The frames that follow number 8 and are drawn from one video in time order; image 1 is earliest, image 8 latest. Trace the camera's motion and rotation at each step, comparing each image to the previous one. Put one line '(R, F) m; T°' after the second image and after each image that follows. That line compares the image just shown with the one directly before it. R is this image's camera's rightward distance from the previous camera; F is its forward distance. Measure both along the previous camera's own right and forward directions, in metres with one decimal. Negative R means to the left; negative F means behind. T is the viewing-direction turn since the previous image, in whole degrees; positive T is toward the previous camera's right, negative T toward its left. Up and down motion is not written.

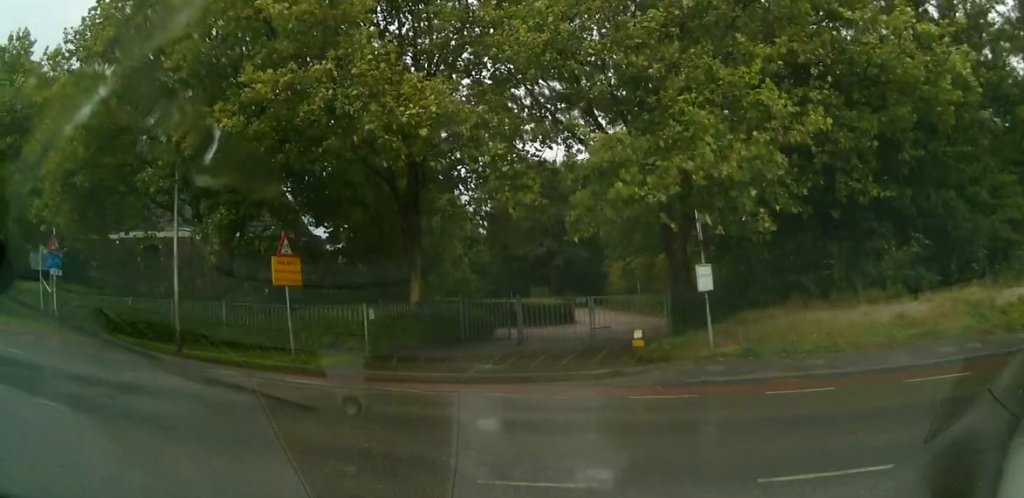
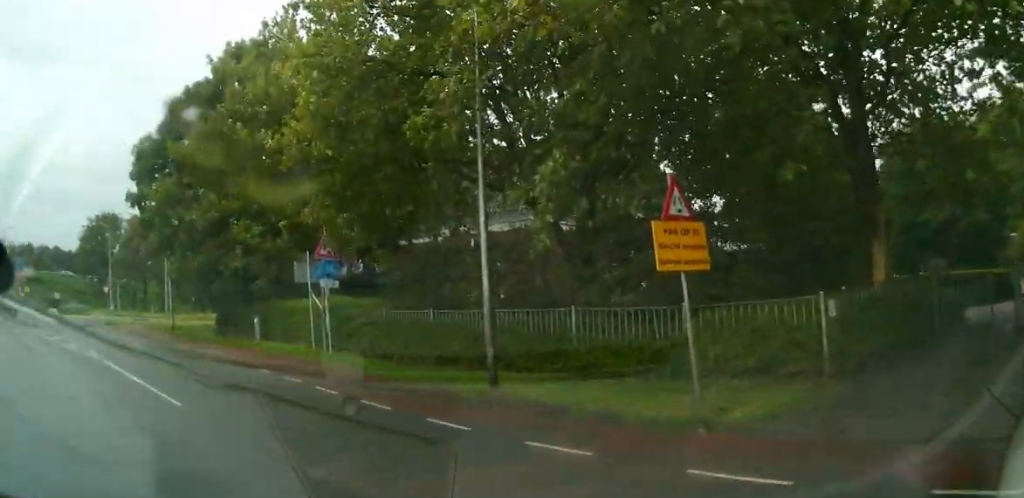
(-0.6, +7.0) m; -19°
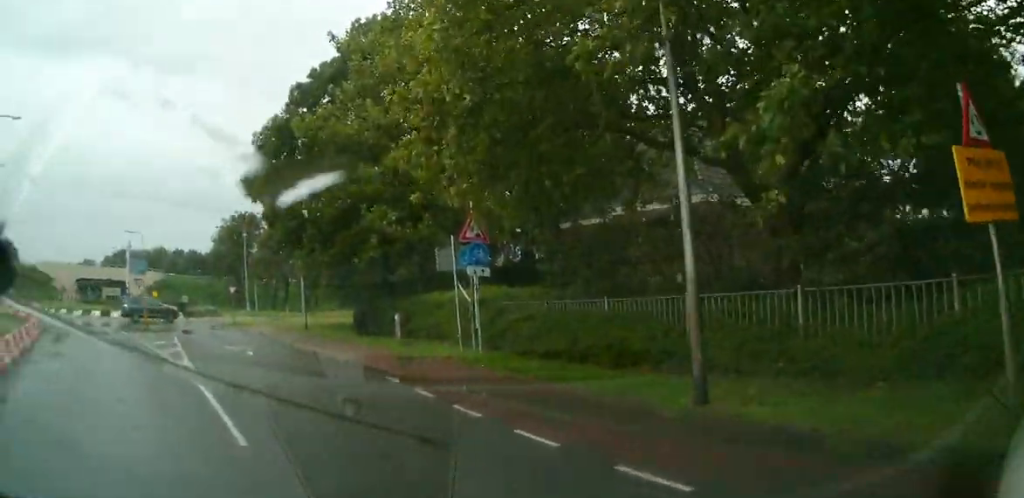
(-0.5, +2.8) m; -14°
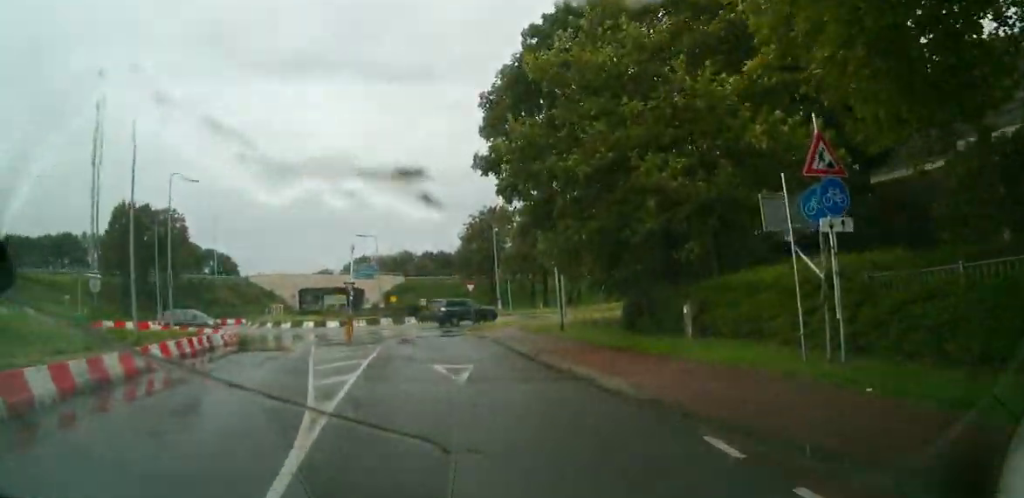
(-1.3, +5.5) m; -20°
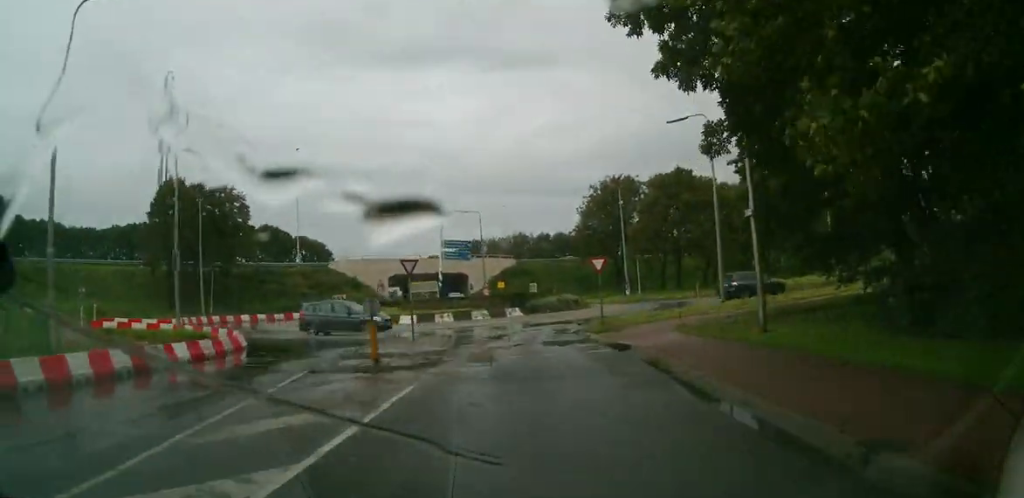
(-1.8, +10.8) m; -18°
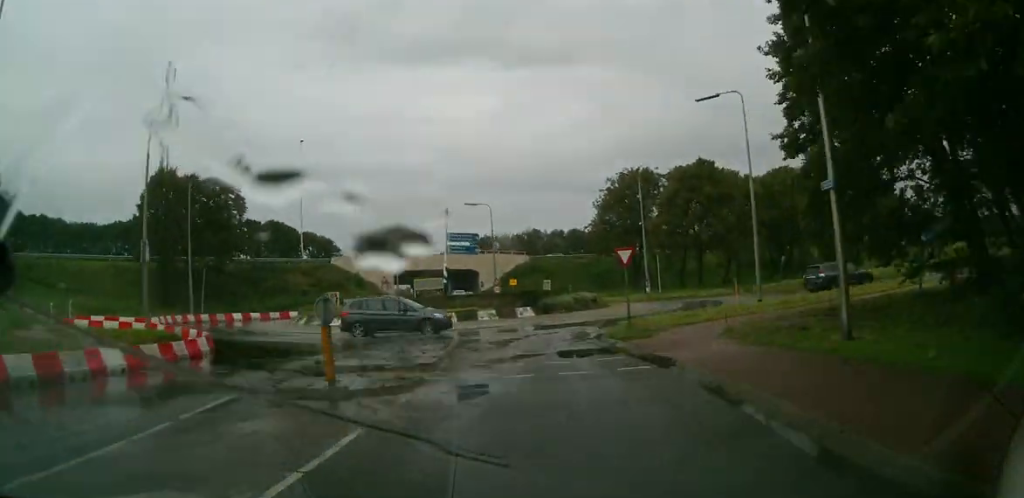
(-0.4, +3.9) m; -4°
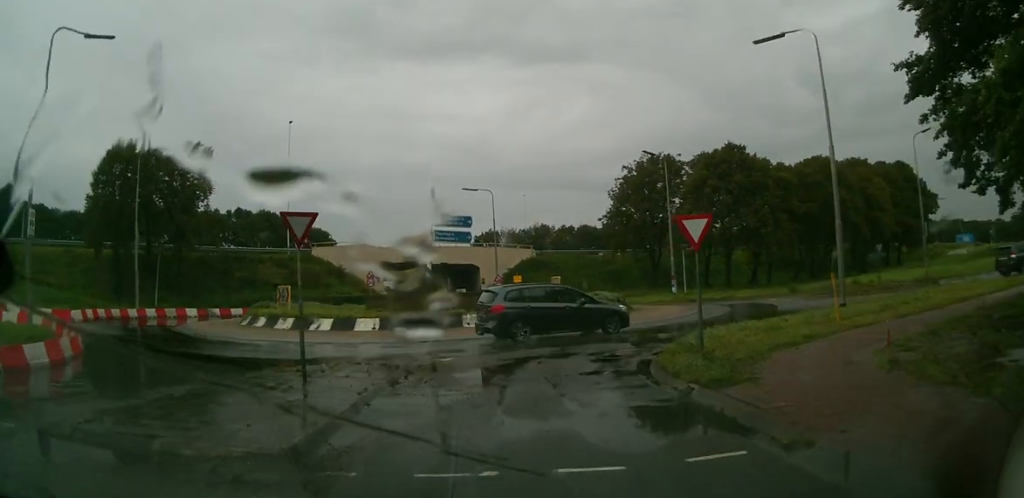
(-0.4, +9.0) m; -1°
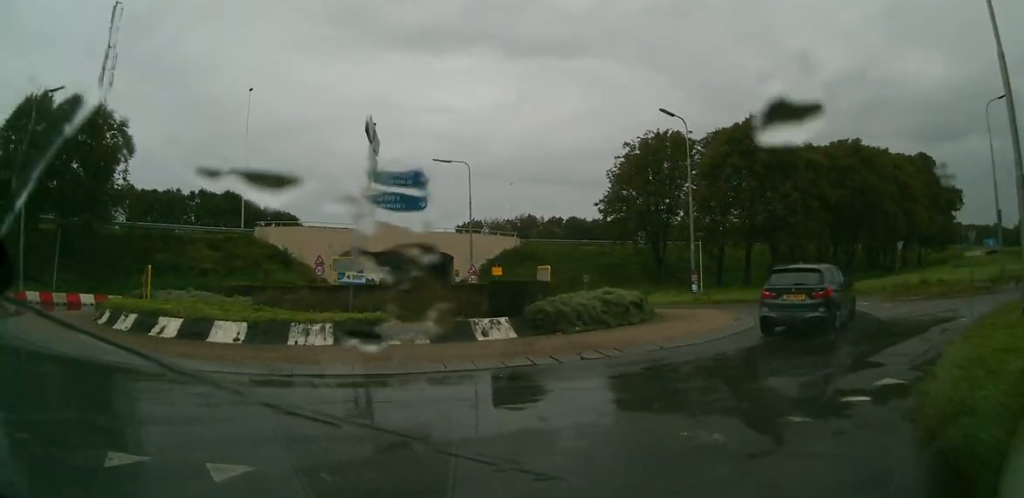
(+0.3, +11.9) m; +4°
